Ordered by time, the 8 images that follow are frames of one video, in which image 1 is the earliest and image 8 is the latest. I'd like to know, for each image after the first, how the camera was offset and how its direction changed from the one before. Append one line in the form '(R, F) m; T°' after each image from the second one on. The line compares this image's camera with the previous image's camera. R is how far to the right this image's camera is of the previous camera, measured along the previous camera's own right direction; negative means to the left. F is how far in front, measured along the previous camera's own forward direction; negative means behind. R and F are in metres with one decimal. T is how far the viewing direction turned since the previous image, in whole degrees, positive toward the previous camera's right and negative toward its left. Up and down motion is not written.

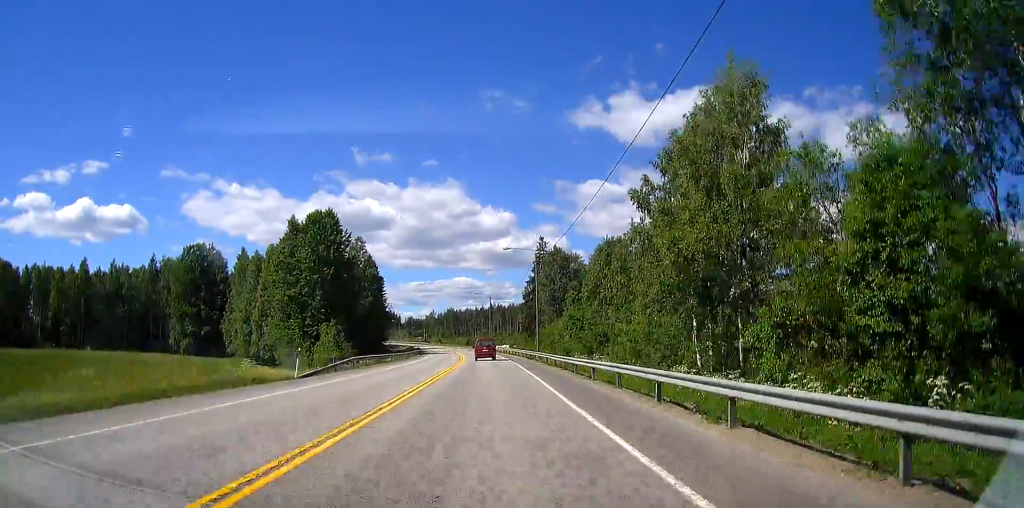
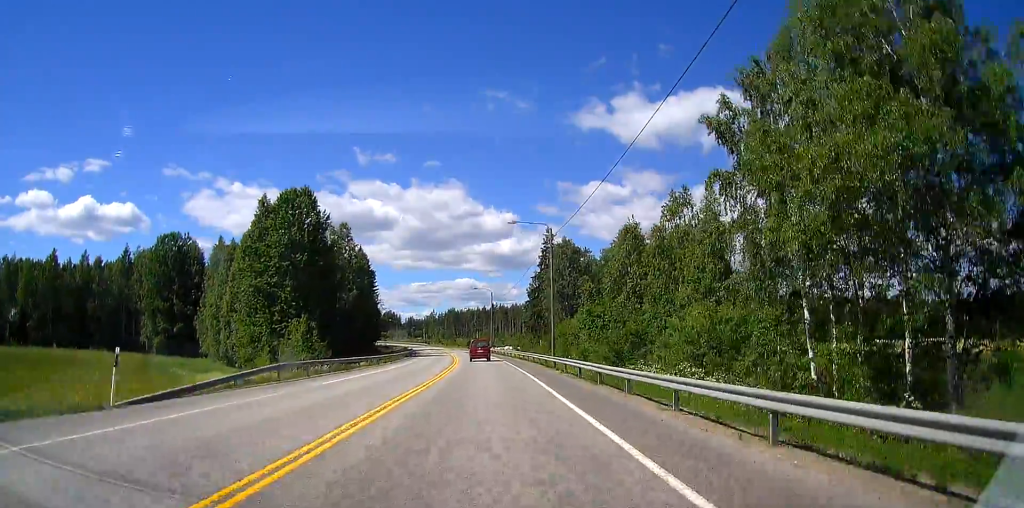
(0.0, +13.3) m; 0°
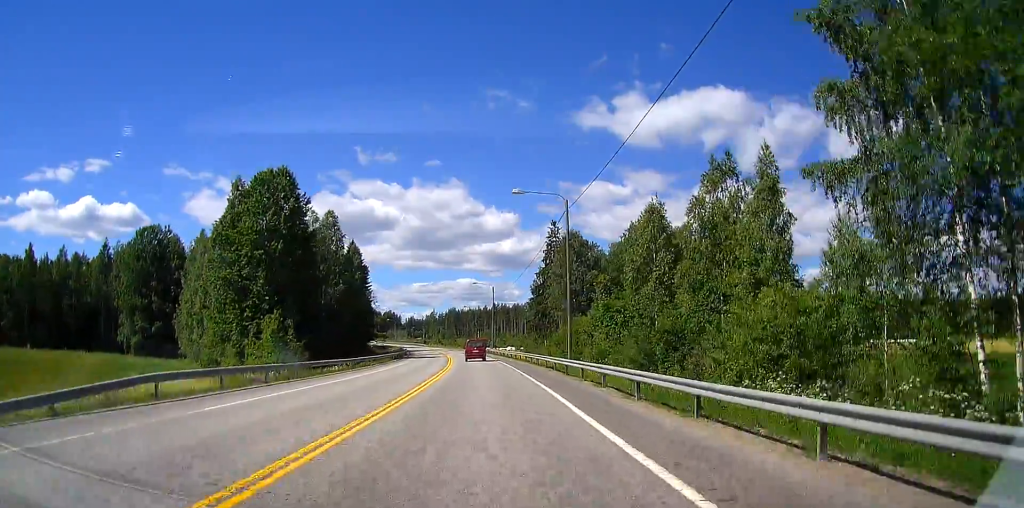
(0.0, +9.2) m; 0°
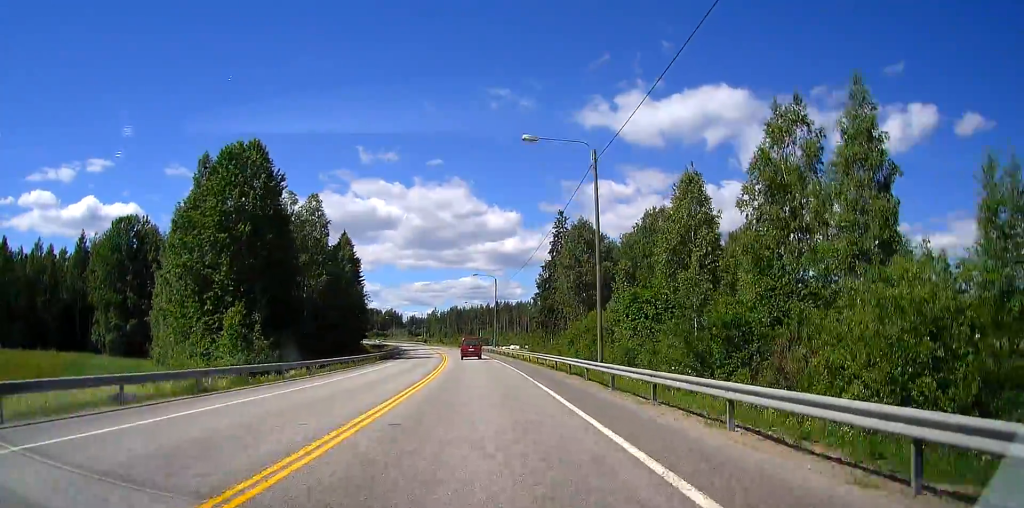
(0.0, +9.6) m; 0°
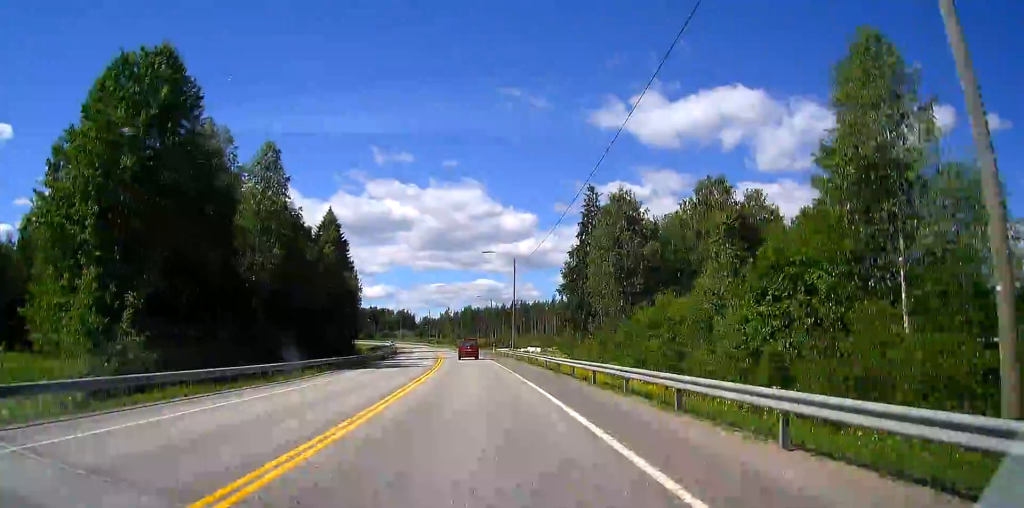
(+0.1, +21.5) m; -1°
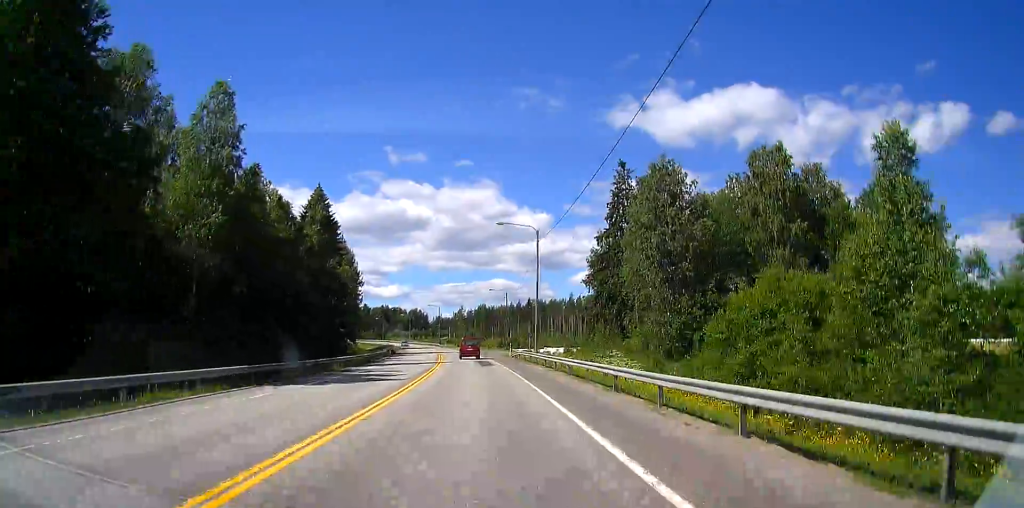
(-0.3, +14.7) m; -1°
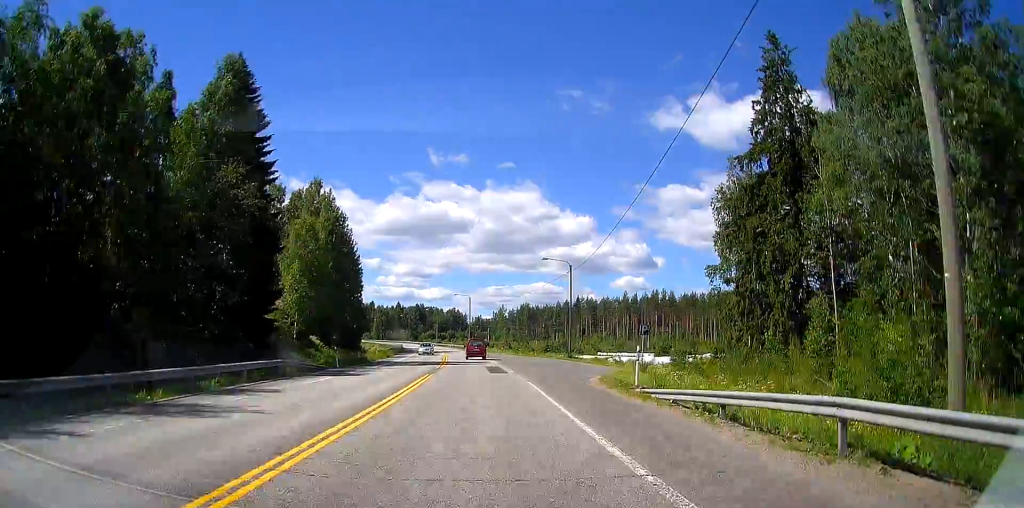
(-1.4, +41.3) m; -4°
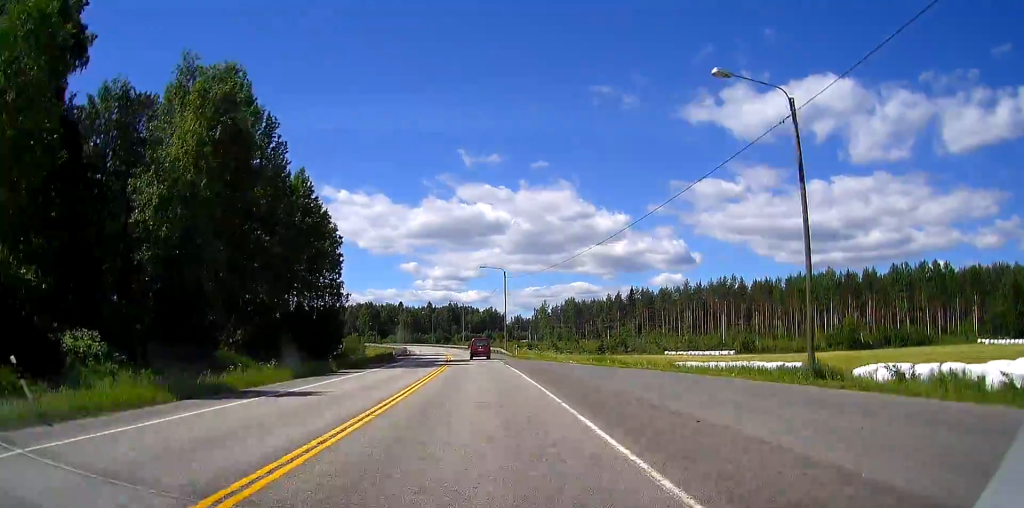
(-1.4, +45.0) m; -3°
